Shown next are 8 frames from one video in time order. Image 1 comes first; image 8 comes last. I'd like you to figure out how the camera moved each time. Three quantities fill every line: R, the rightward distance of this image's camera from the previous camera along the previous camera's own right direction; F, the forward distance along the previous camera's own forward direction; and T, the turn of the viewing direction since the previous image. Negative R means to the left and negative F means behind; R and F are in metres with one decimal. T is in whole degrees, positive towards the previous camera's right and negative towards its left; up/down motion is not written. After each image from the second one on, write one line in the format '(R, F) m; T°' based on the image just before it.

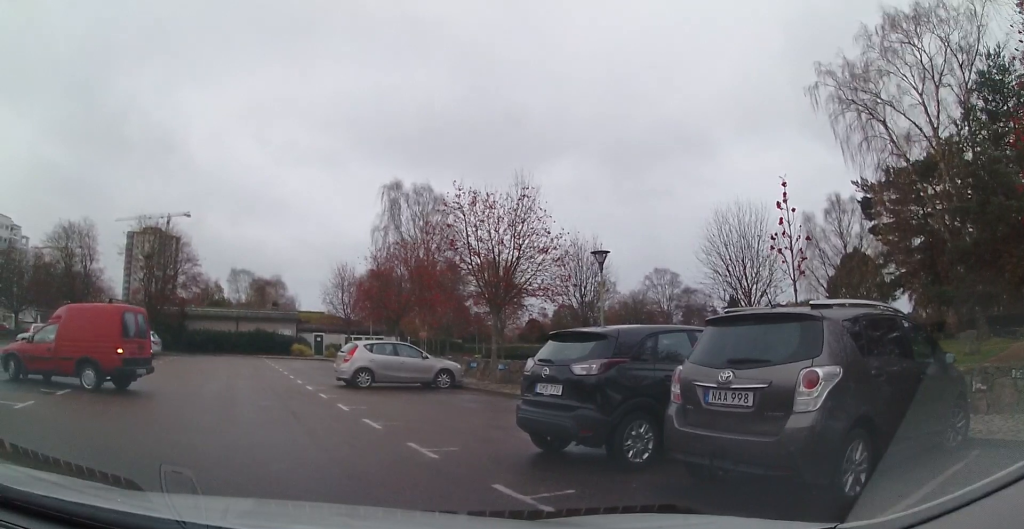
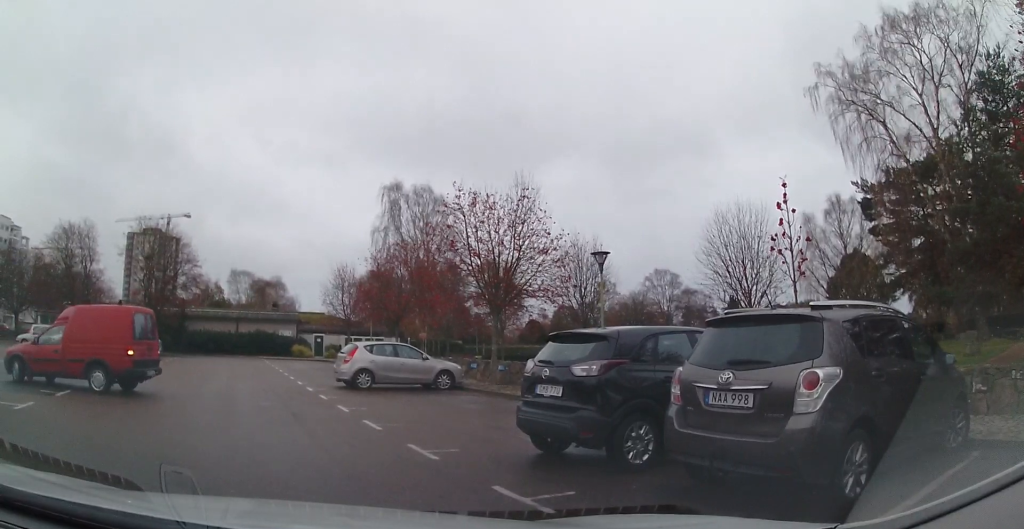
(-0.1, +0.5) m; 0°
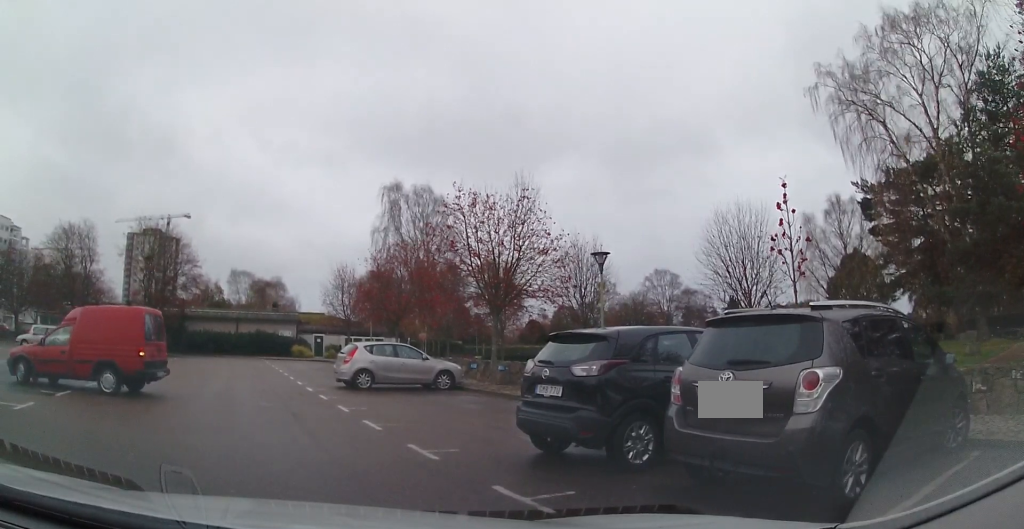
(-0.1, +0.5) m; 0°
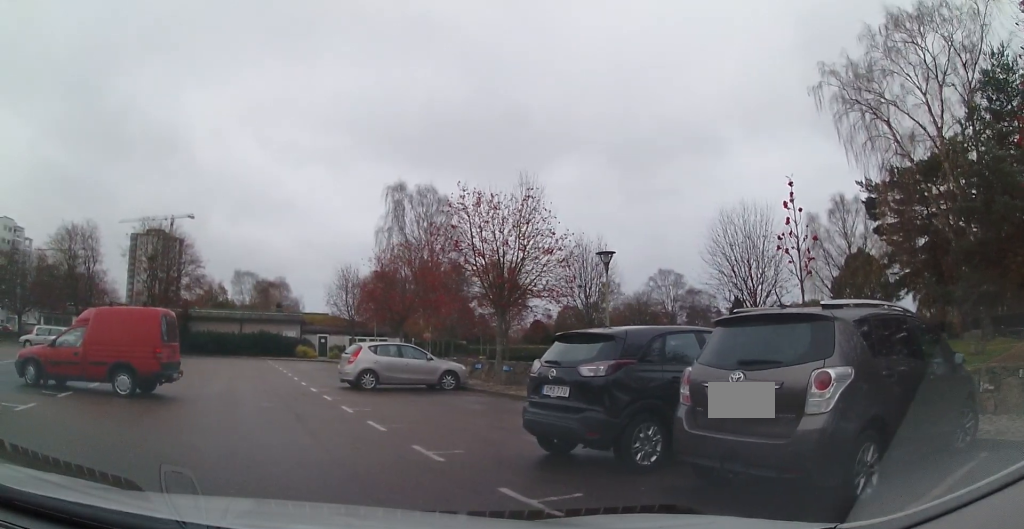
(0.0, +0.7) m; 0°
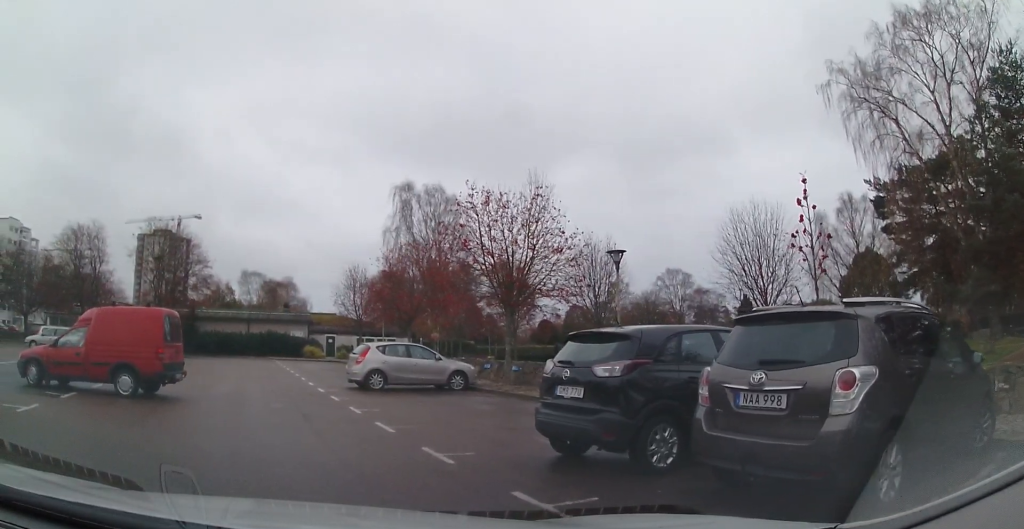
(0.0, +0.4) m; 0°
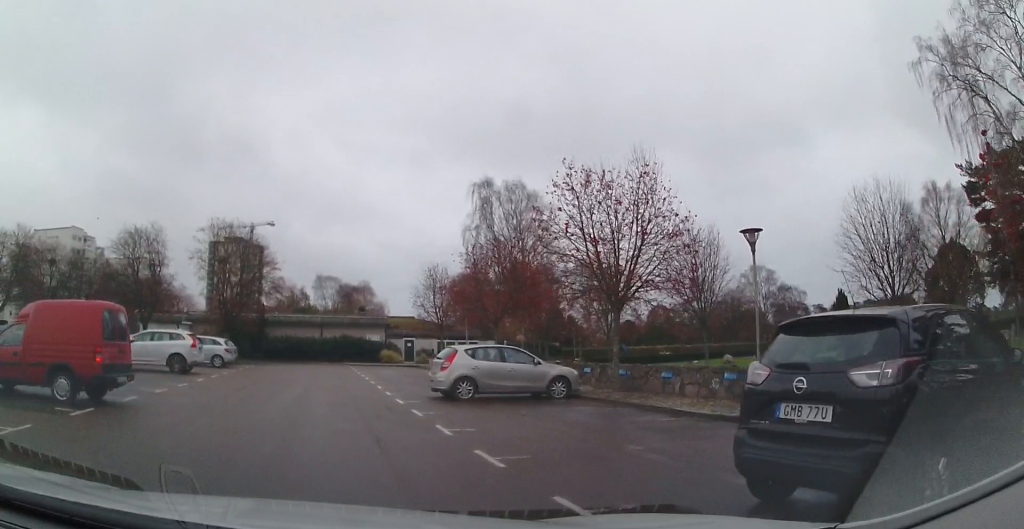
(-0.3, +2.2) m; -8°
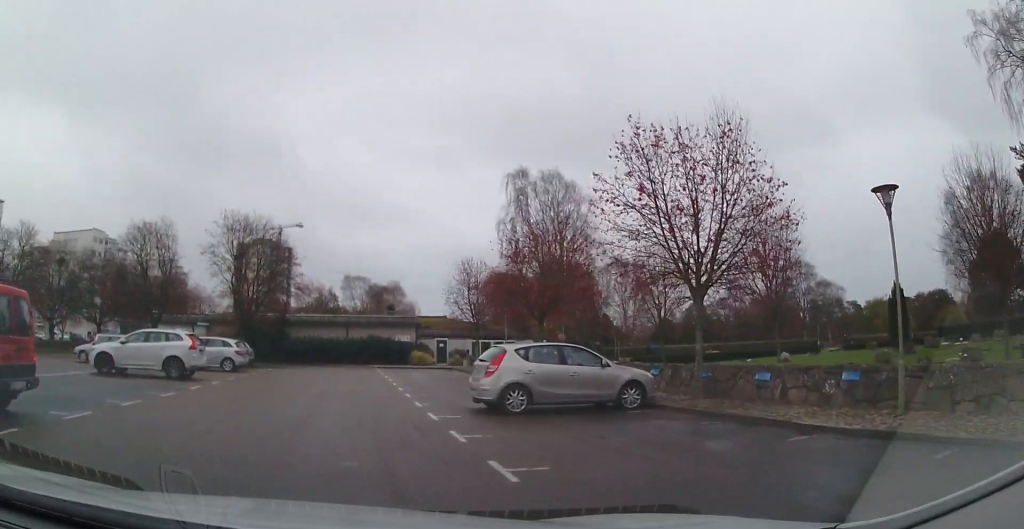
(-0.1, +2.8) m; -7°
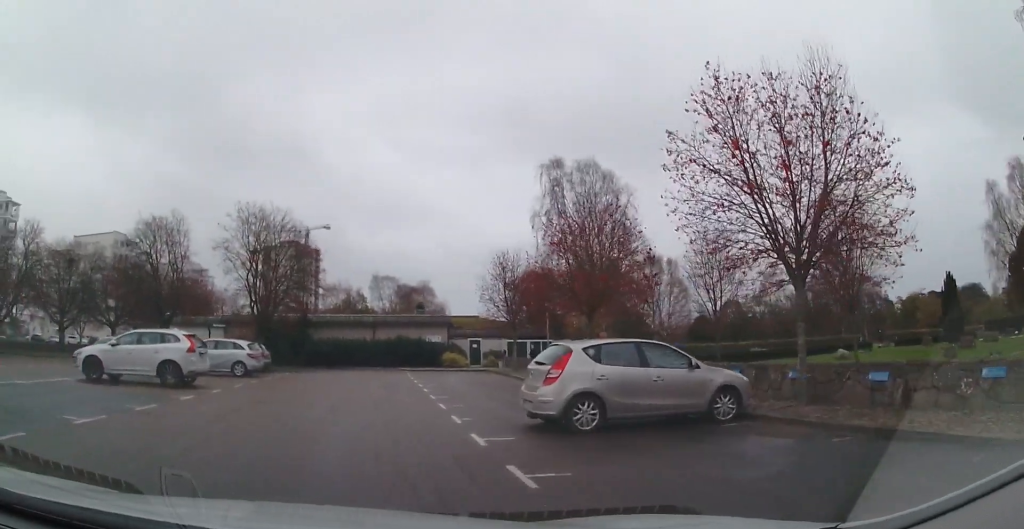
(-0.2, +2.6) m; -8°
